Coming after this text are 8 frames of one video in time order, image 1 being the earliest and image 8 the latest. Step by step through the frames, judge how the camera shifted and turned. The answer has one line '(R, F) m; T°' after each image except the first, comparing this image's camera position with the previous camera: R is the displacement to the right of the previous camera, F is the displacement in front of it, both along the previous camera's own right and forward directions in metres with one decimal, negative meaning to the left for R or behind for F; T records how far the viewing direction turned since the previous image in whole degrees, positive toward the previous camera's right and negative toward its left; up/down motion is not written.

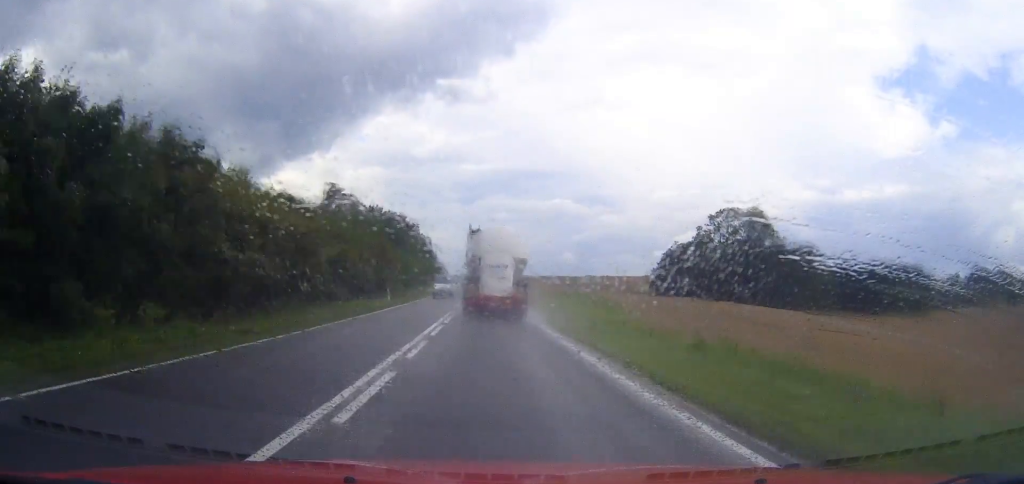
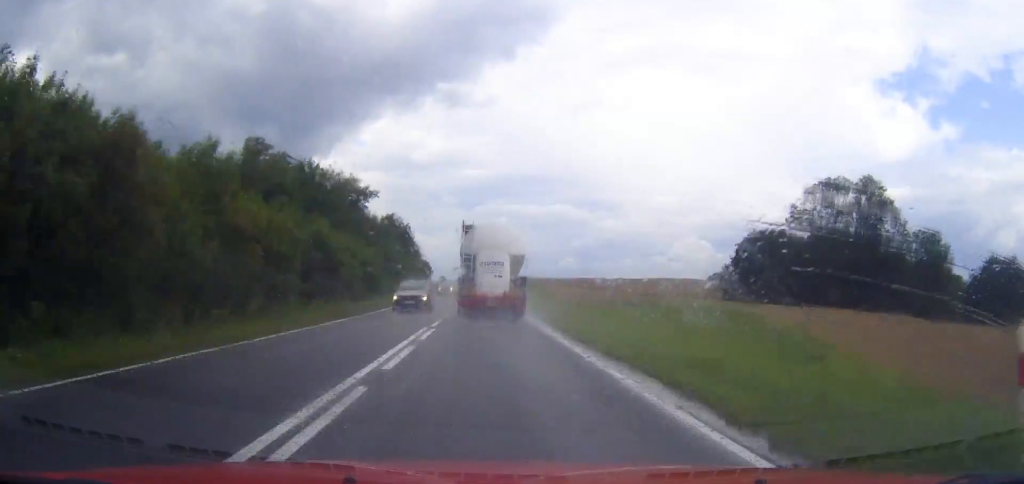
(-0.1, +42.8) m; -1°
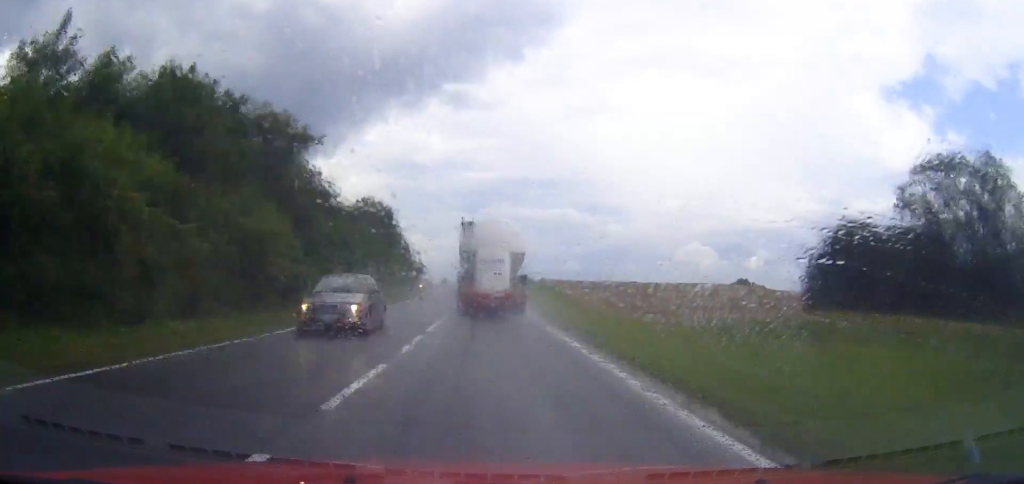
(+0.1, +26.8) m; 0°
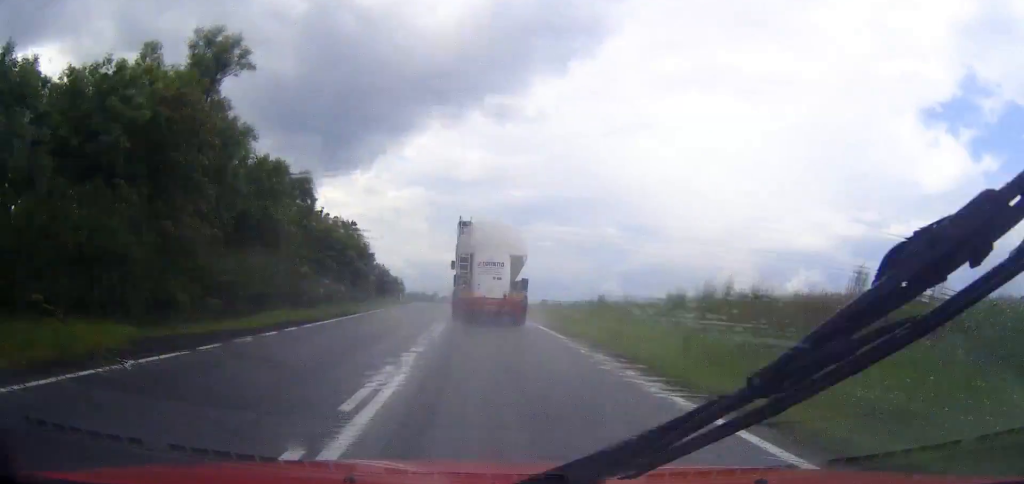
(-2.7, +100.8) m; -4°
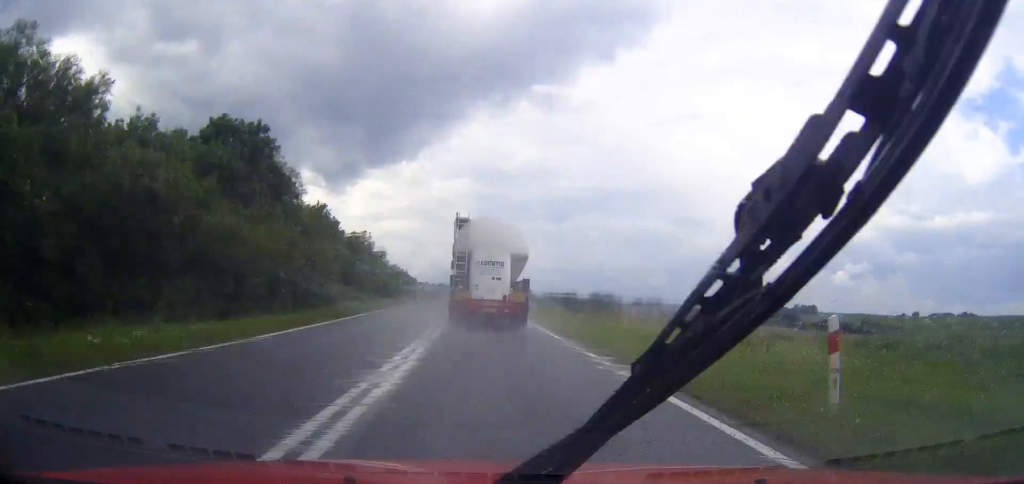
(-1.8, +69.4) m; -3°
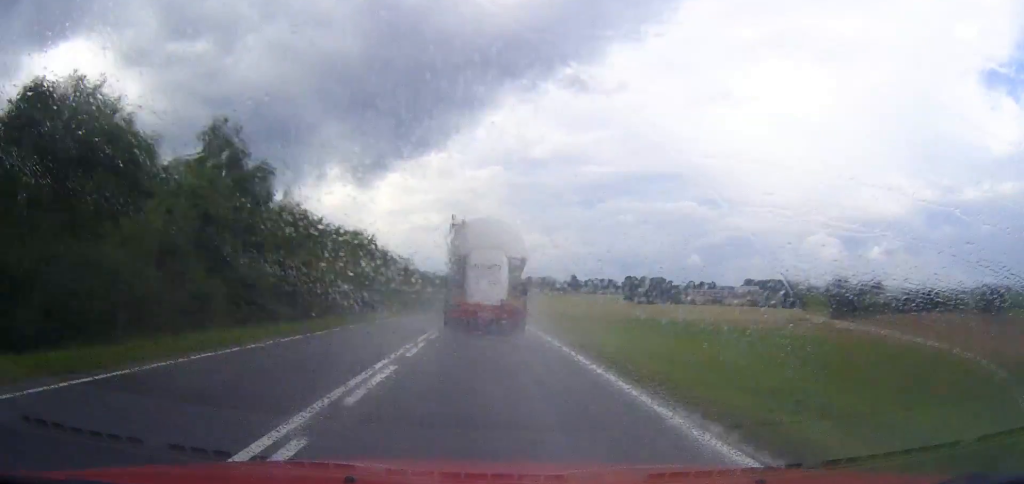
(-2.7, +115.1) m; -2°
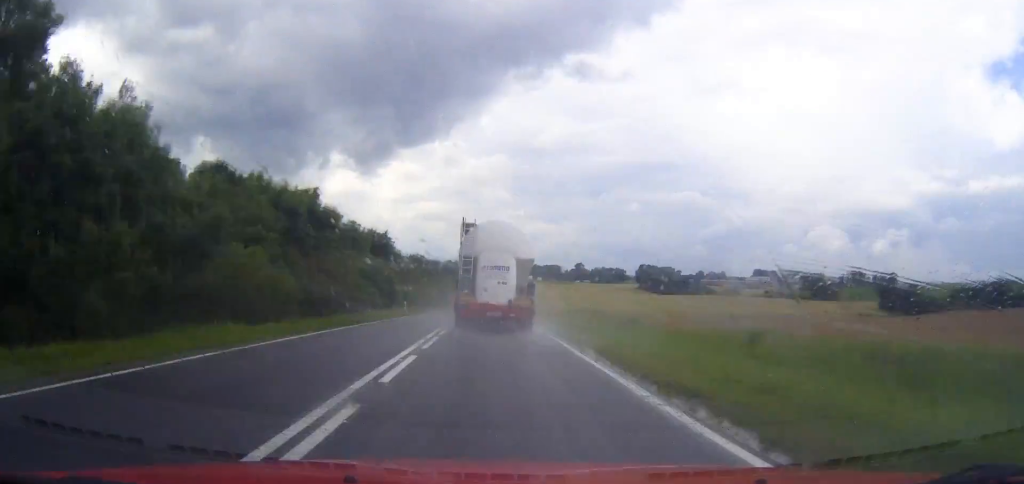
(0.0, +35.0) m; 0°
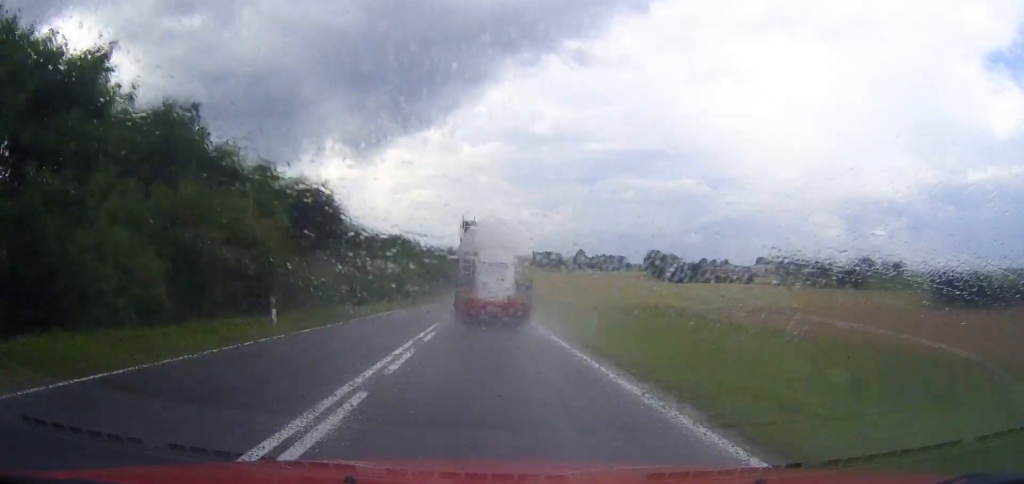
(0.0, +35.1) m; 0°
